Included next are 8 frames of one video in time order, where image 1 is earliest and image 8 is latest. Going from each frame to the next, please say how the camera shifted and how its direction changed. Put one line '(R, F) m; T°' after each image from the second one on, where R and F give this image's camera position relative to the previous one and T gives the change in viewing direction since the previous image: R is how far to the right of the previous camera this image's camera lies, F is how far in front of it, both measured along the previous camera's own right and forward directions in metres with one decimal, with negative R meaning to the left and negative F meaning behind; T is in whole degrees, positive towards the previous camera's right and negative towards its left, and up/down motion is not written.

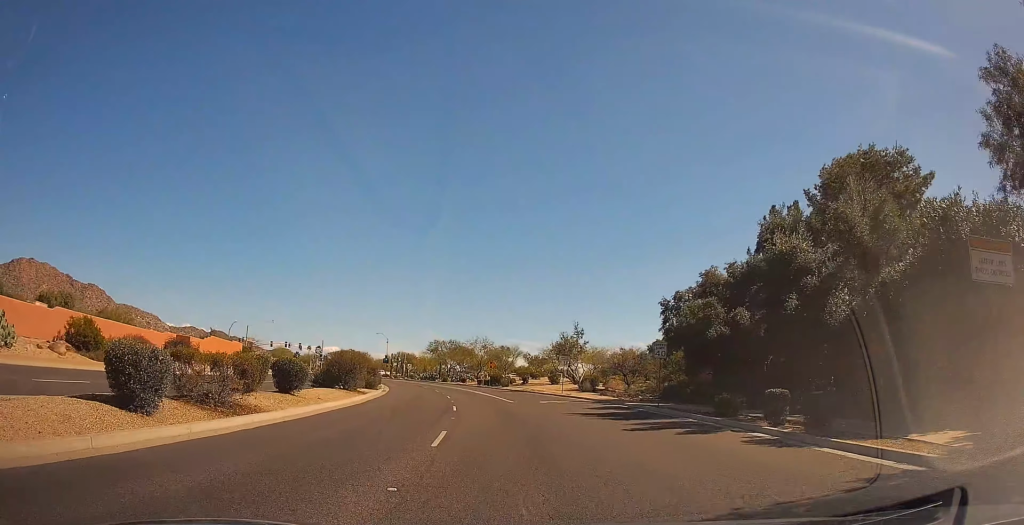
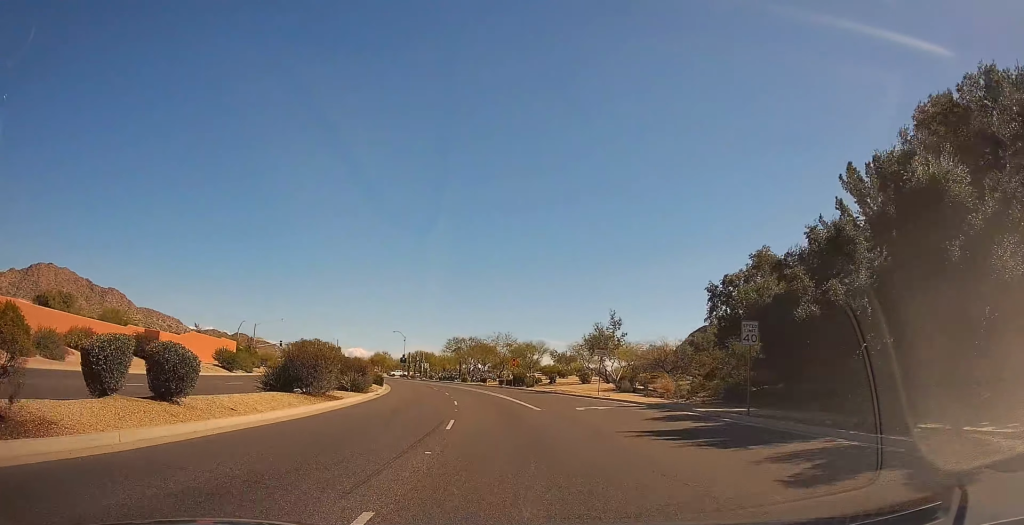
(-1.0, +8.5) m; -4°
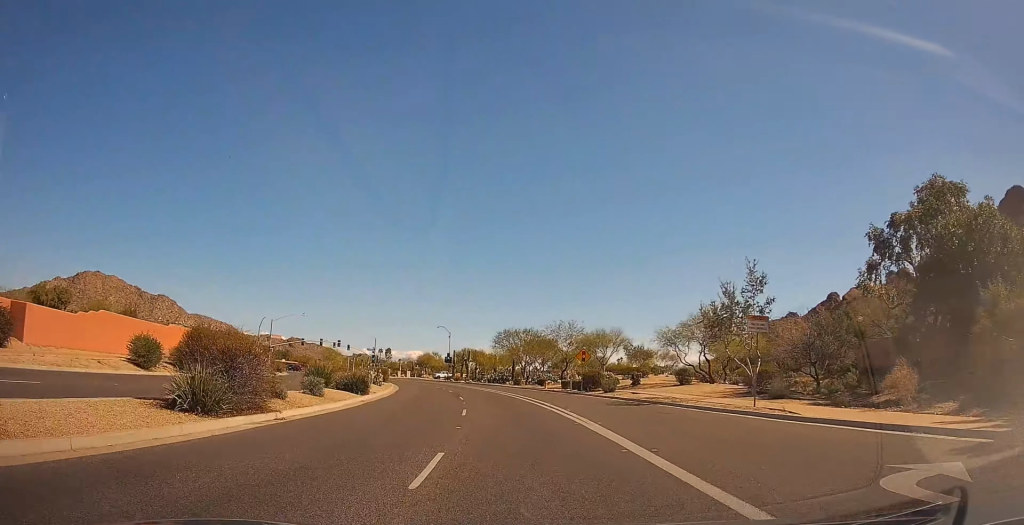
(+0.7, +19.6) m; +1°
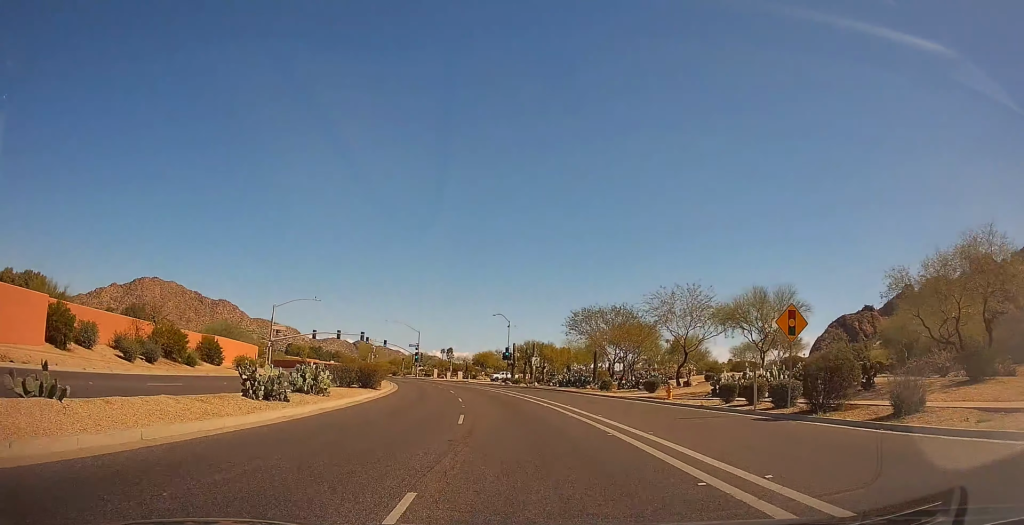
(-1.0, +27.0) m; -6°
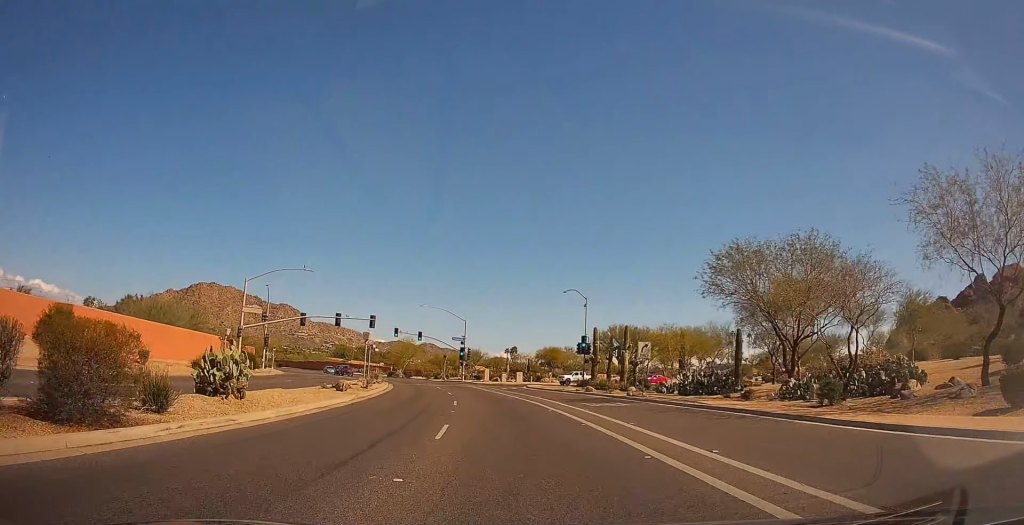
(-2.3, +27.0) m; -9°
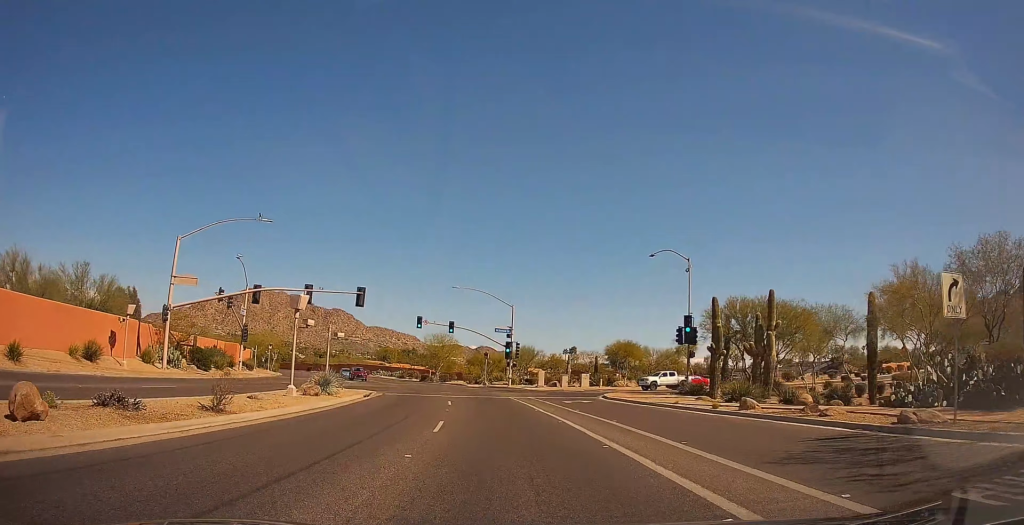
(-0.7, +23.5) m; -3°
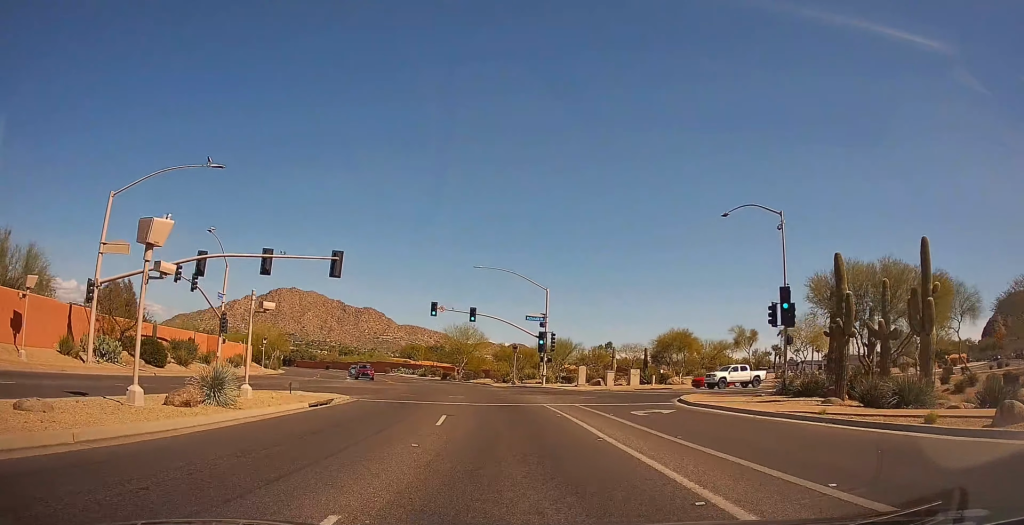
(-0.3, +12.0) m; -4°
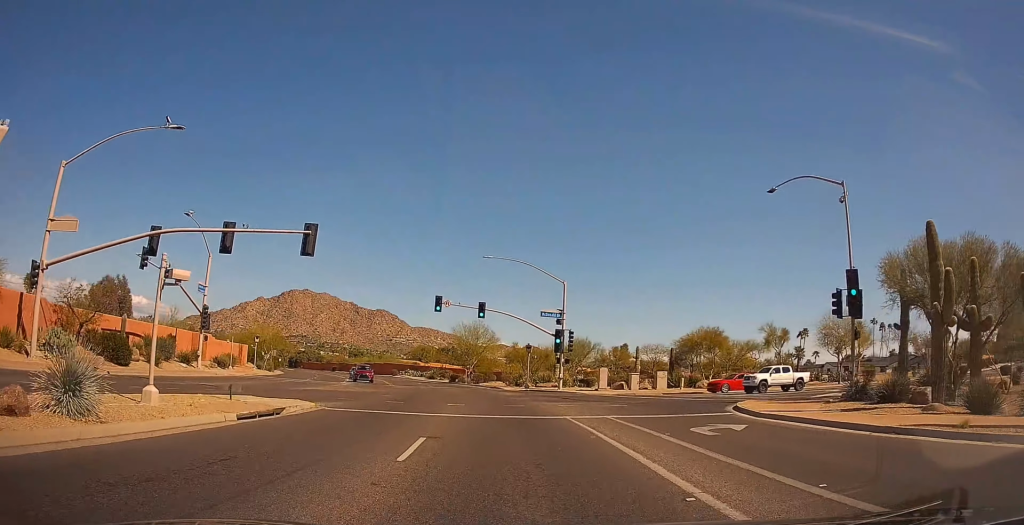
(0.0, +5.8) m; -2°
